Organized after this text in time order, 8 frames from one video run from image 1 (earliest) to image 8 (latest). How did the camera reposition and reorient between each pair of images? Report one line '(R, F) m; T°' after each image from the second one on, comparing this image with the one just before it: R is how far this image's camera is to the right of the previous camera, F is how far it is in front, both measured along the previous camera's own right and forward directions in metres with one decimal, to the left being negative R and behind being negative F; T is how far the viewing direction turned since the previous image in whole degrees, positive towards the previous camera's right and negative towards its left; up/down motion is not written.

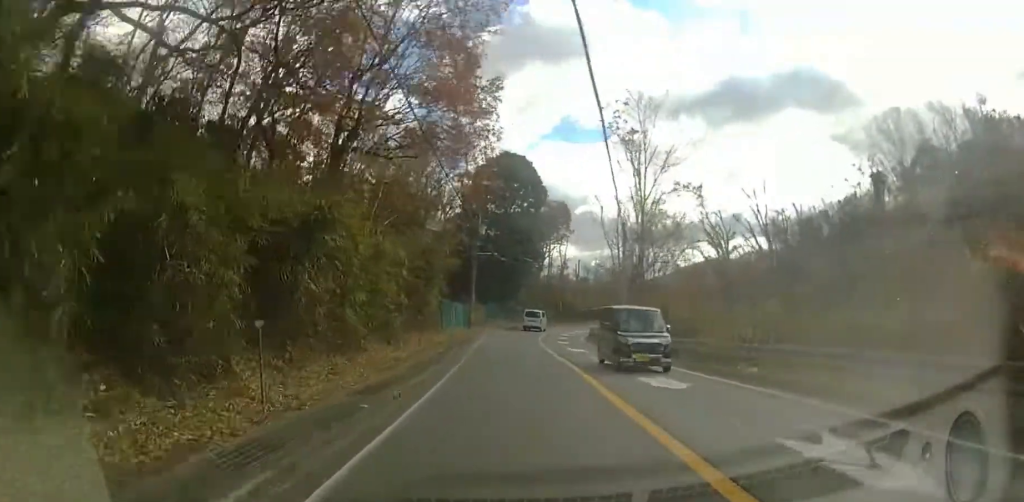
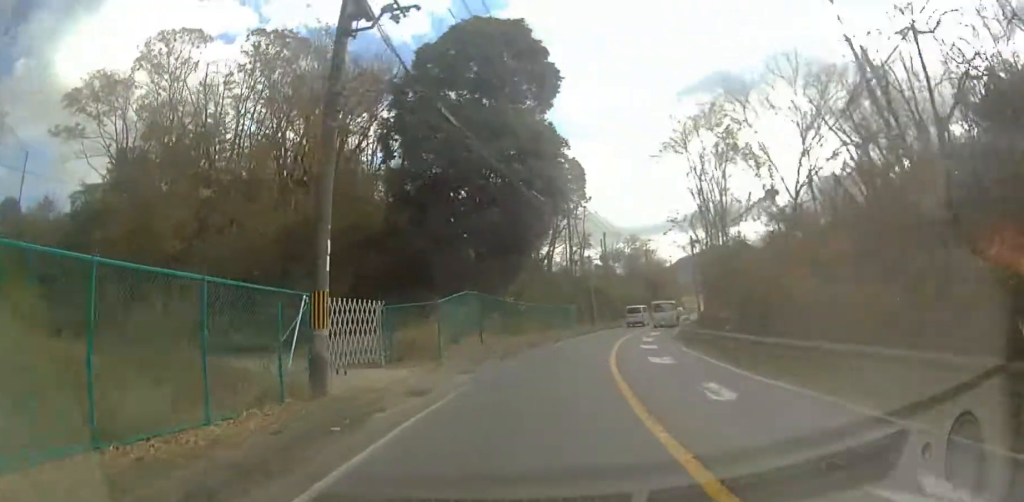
(-2.1, +29.6) m; -4°
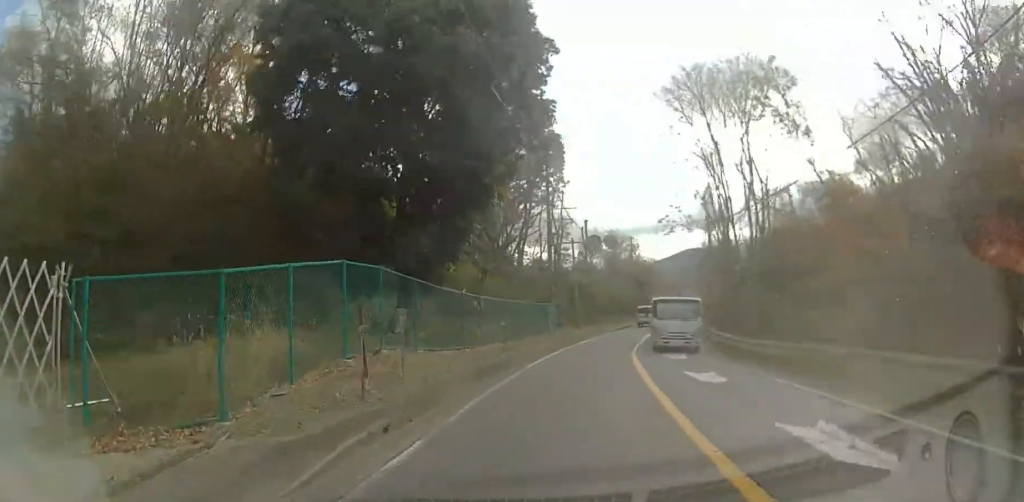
(+0.4, +11.6) m; +2°
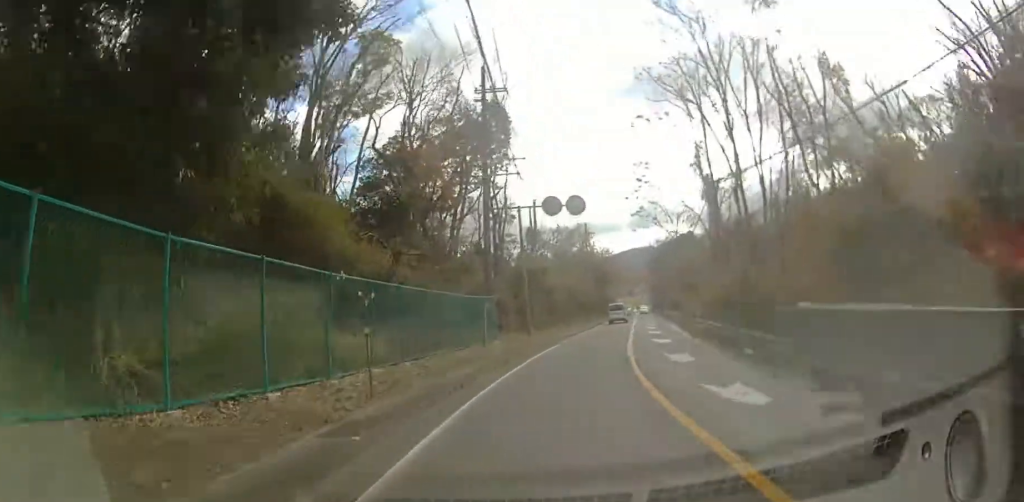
(0.0, +10.7) m; +5°
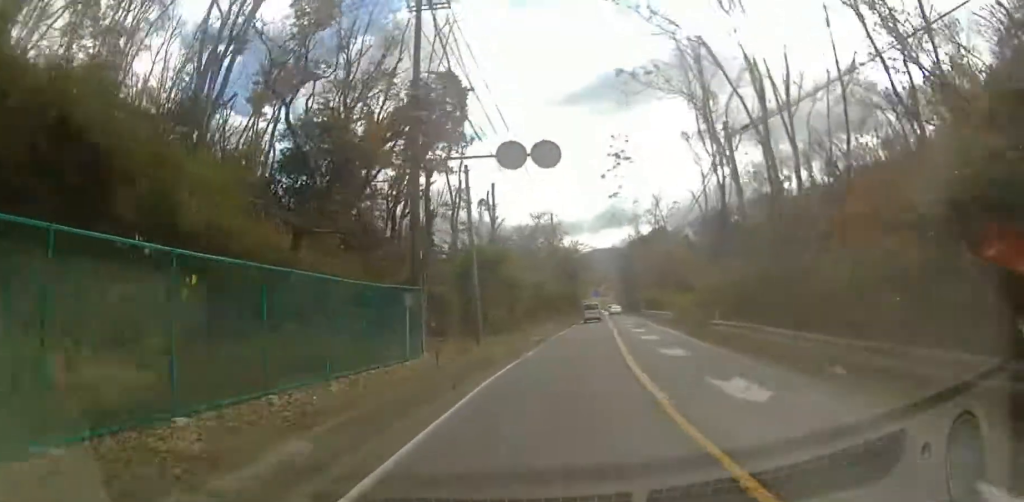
(+0.5, +7.3) m; +4°
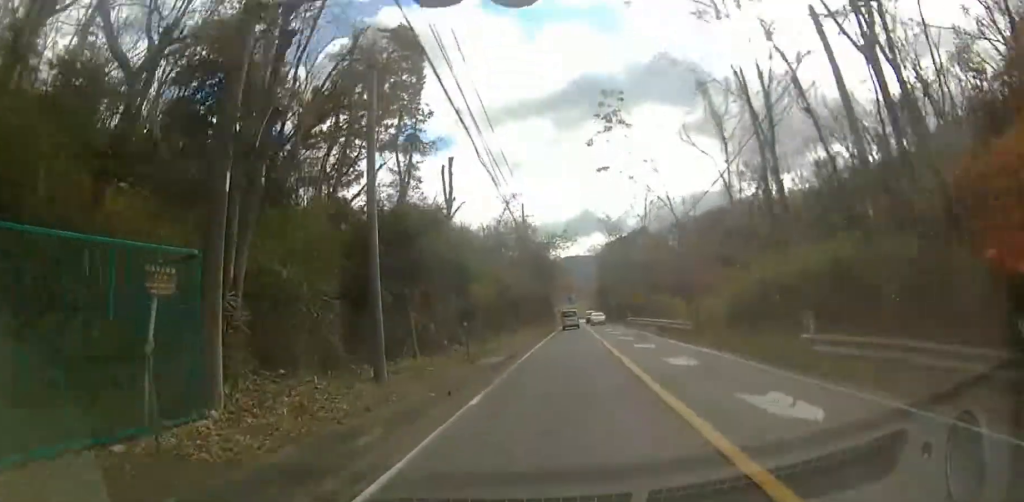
(+0.5, +8.7) m; +3°
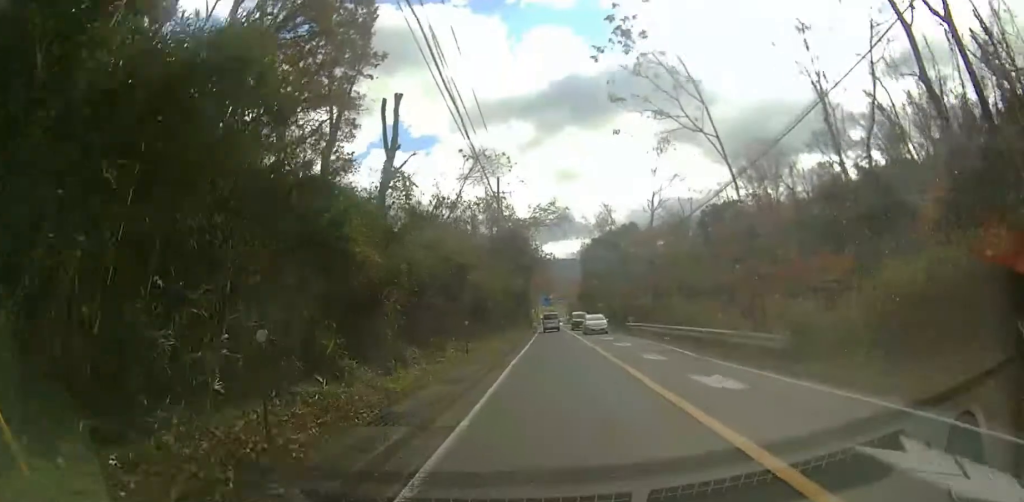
(0.0, +10.6) m; 0°
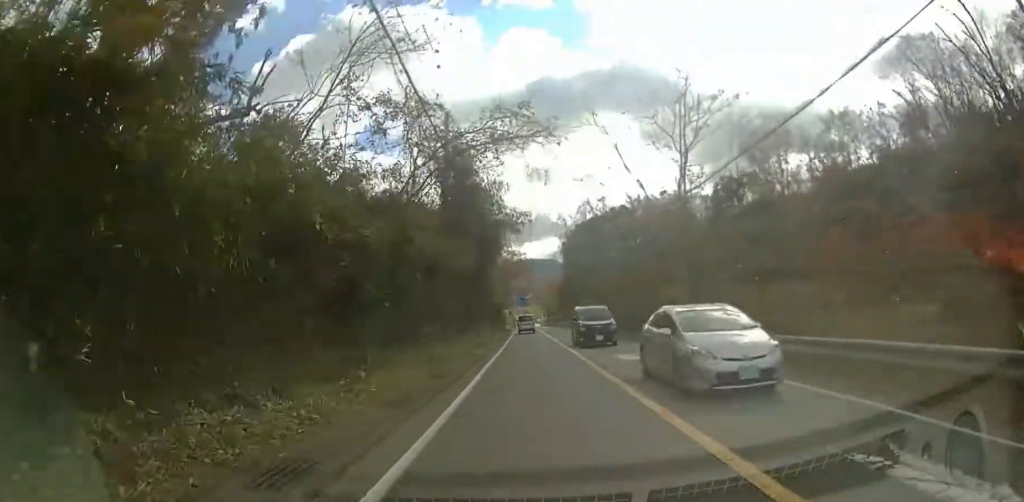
(+0.4, +13.9) m; +5°
